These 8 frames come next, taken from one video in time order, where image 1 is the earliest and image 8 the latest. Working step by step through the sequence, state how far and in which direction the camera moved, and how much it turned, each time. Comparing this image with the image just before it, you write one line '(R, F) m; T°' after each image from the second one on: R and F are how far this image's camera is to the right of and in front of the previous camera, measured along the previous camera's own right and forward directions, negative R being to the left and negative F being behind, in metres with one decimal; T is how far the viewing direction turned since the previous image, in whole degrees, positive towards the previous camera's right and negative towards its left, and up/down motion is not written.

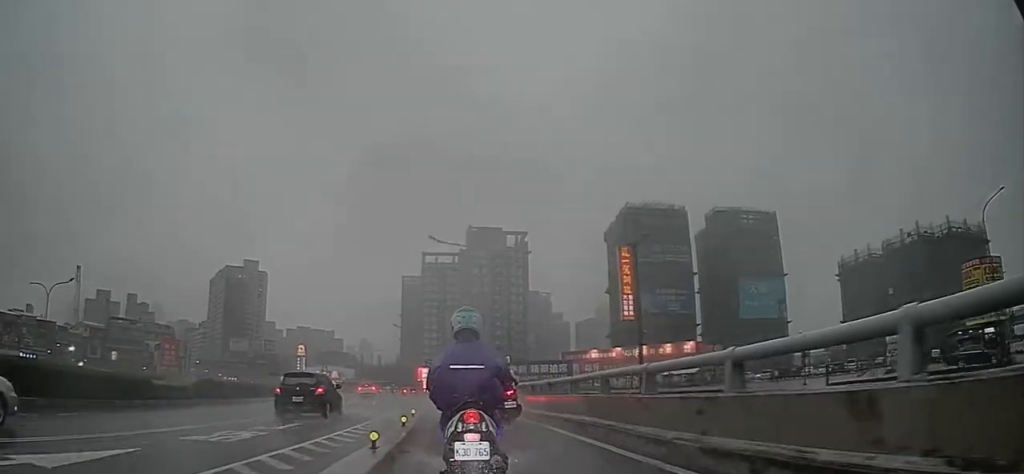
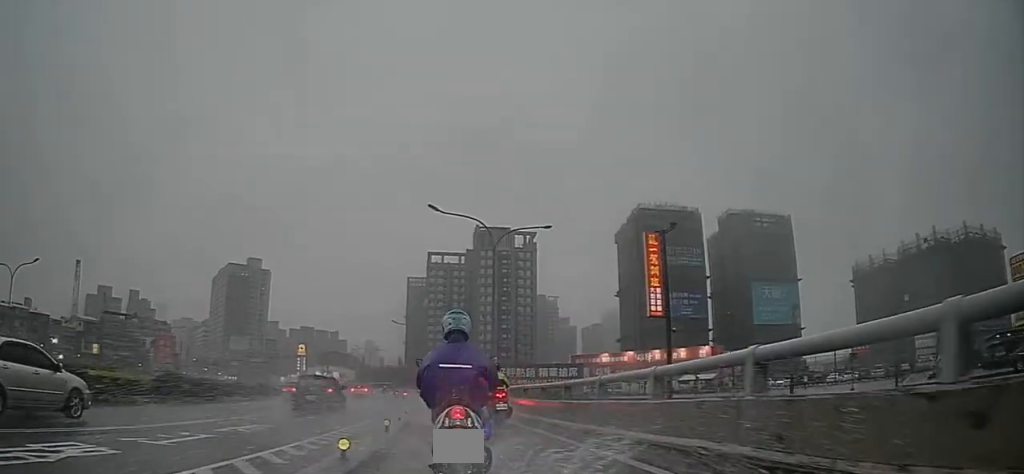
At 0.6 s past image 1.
(0.0, +5.5) m; 0°
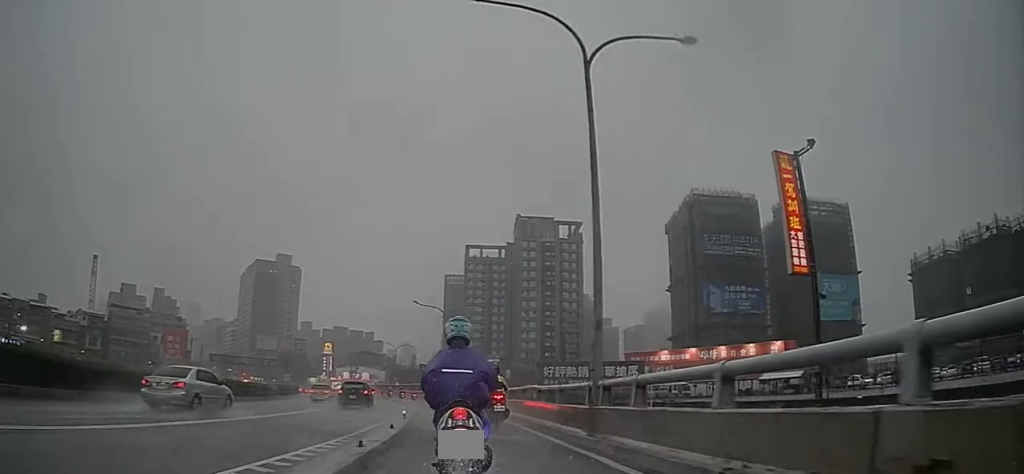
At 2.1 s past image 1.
(-1.2, +14.3) m; -10°
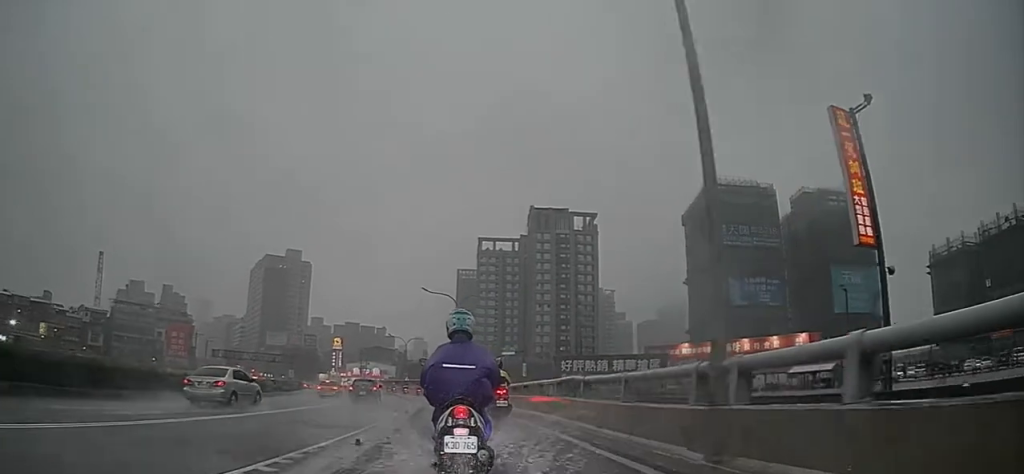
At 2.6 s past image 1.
(-0.2, +4.3) m; -3°
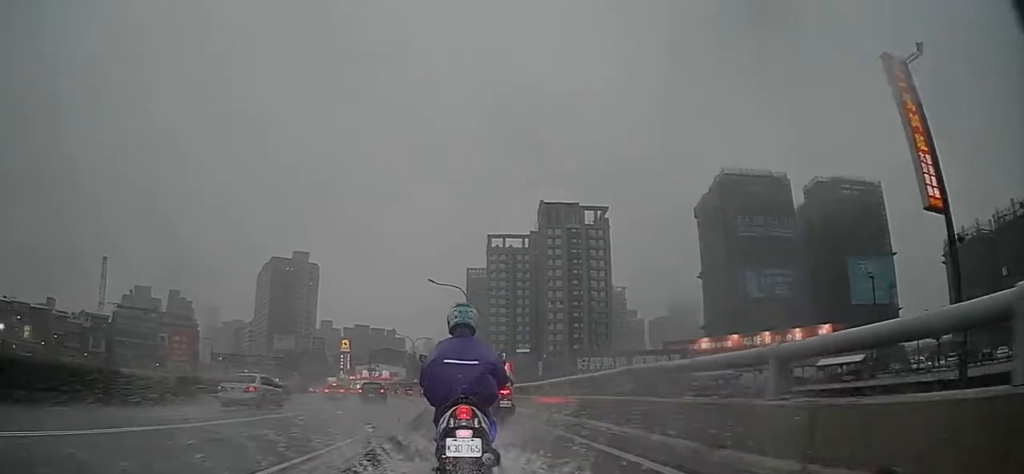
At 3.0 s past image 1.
(0.0, +4.0) m; 0°
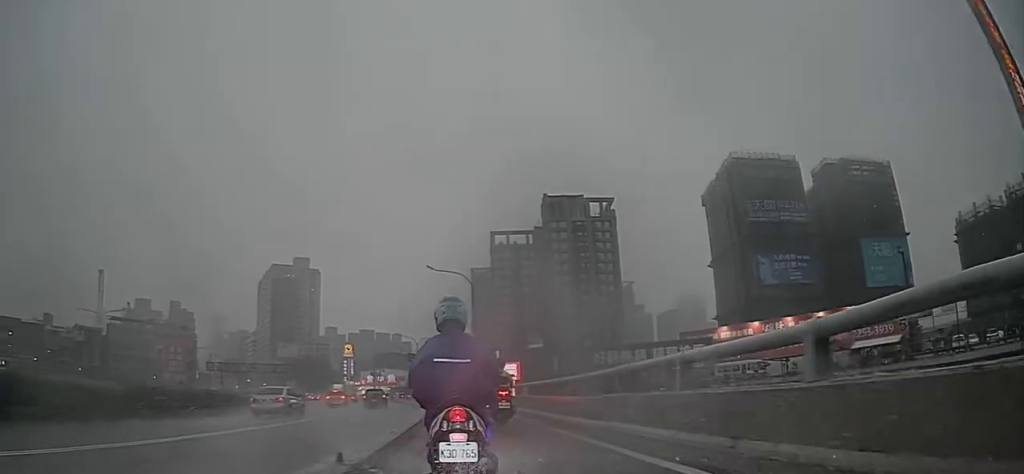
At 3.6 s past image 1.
(0.0, +5.8) m; 0°
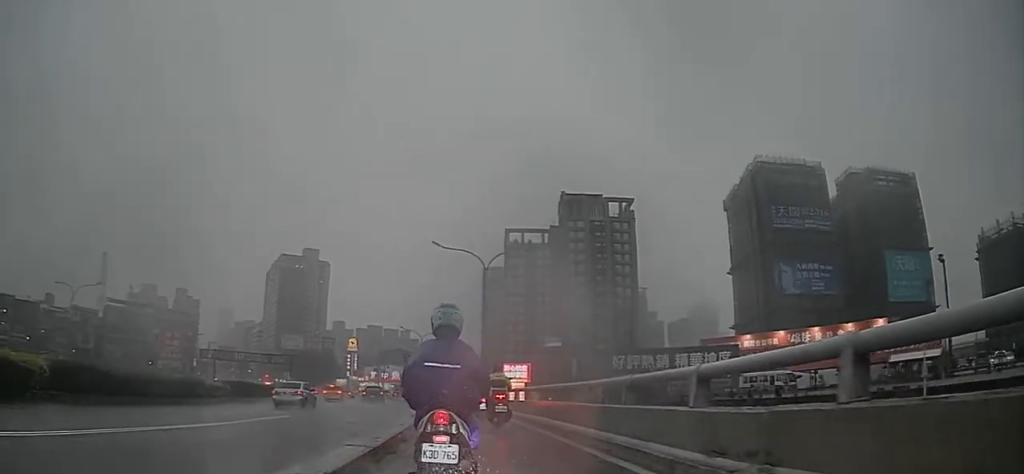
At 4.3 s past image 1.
(0.0, +6.1) m; 0°
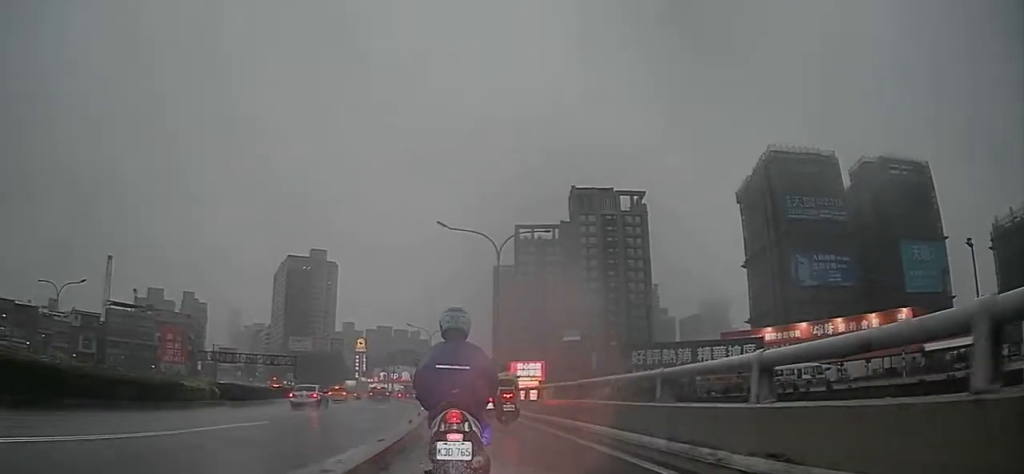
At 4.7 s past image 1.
(0.0, +3.9) m; 0°
